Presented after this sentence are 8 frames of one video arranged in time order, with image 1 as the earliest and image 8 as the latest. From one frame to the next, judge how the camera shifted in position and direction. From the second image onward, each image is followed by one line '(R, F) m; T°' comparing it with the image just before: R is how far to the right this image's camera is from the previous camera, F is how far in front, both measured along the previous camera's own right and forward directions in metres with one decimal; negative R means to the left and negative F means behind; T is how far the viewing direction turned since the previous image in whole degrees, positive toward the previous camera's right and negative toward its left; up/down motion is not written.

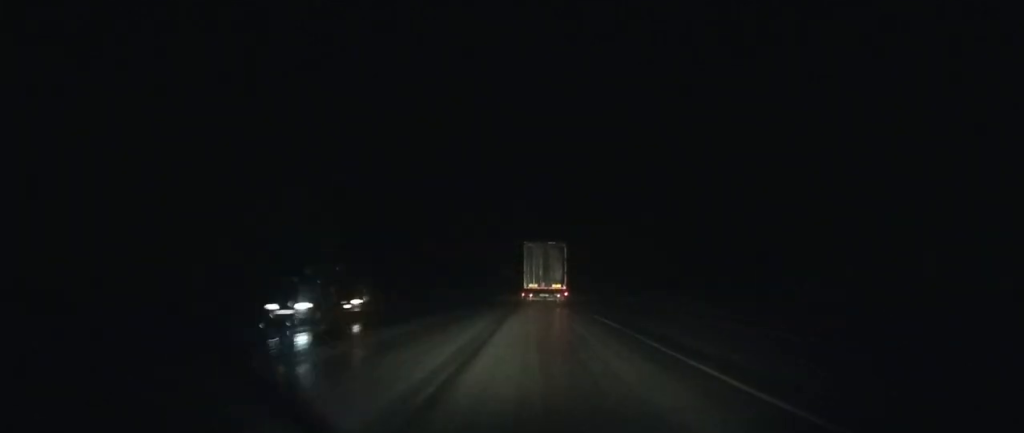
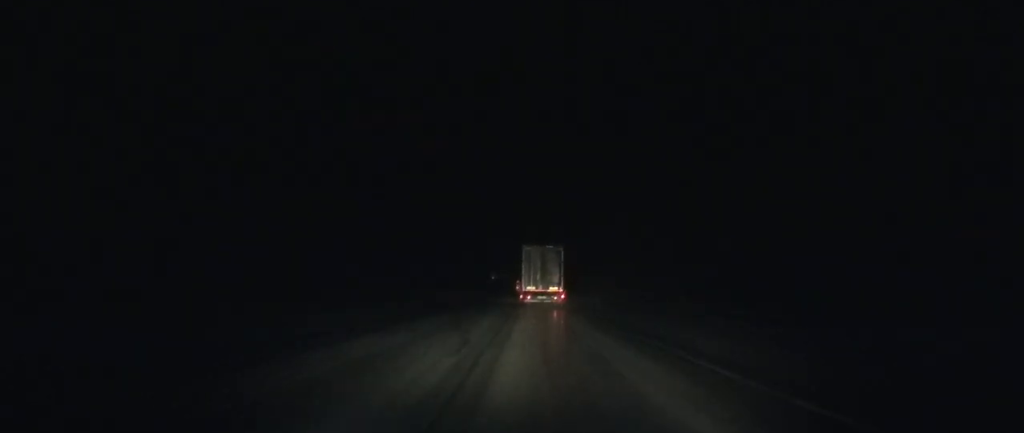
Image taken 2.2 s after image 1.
(-0.1, +46.8) m; 0°
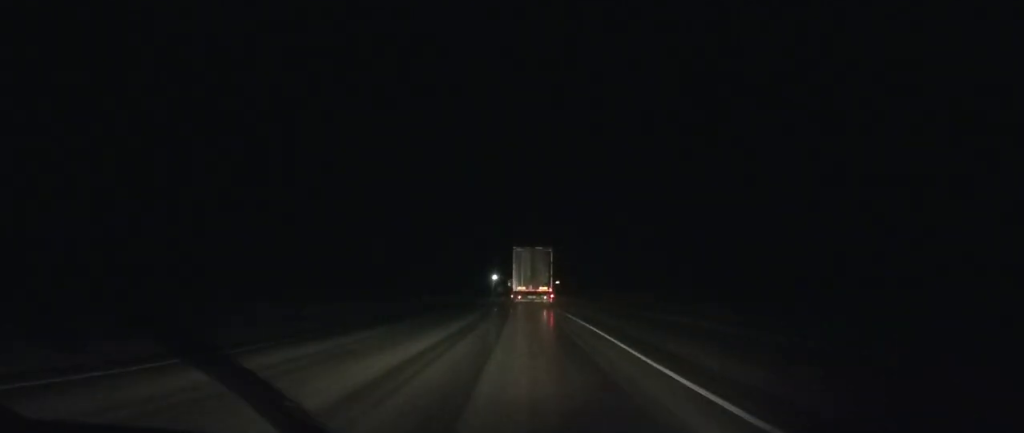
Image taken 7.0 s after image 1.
(+0.7, +106.6) m; 0°
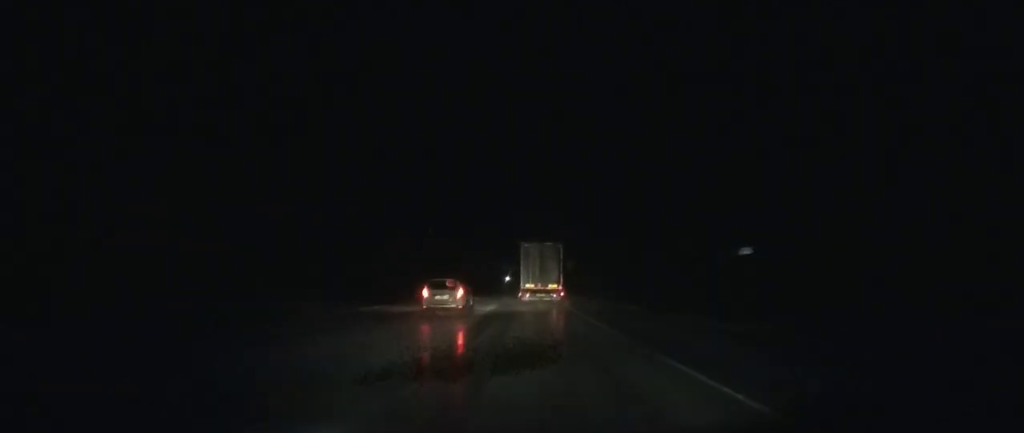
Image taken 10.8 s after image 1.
(-0.2, +88.6) m; -1°
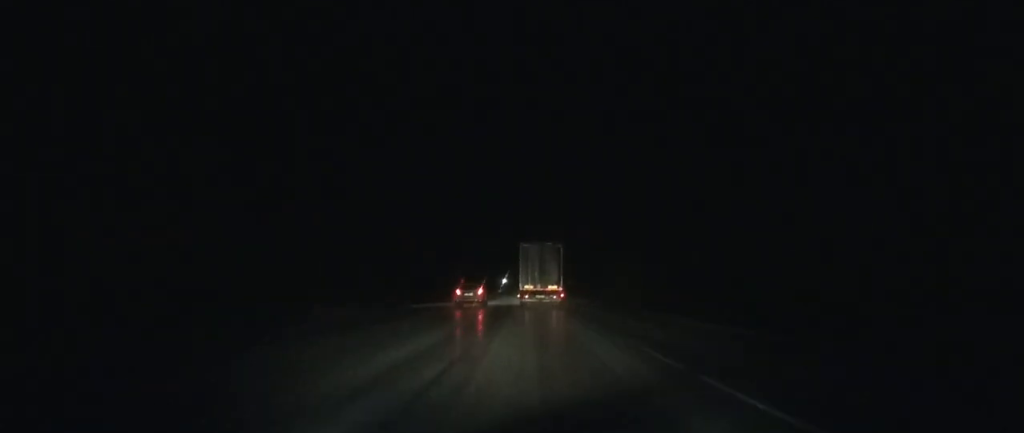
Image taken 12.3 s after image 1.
(-0.3, +34.8) m; 0°
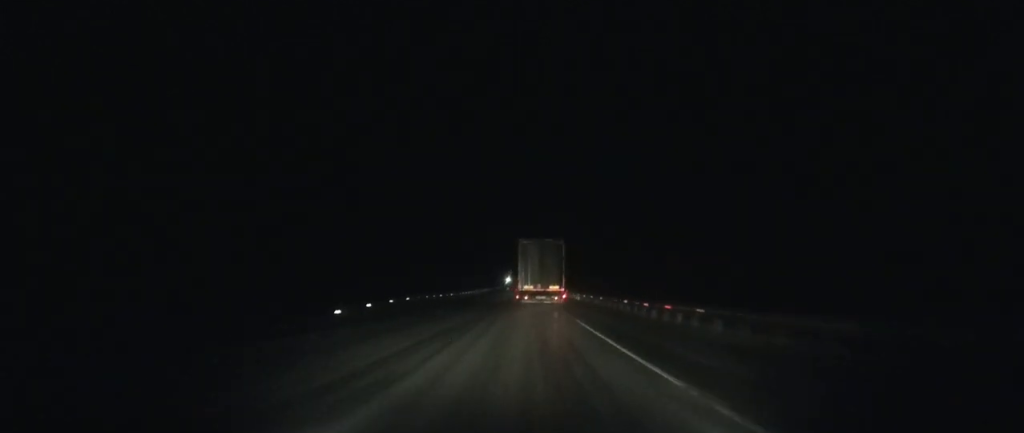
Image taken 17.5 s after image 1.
(-0.8, +118.8) m; -1°
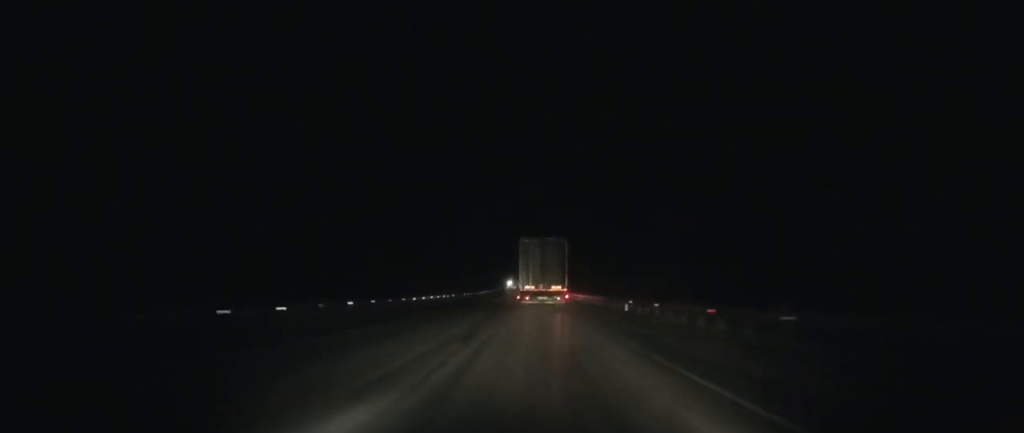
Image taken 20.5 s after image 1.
(-0.3, +69.3) m; 0°
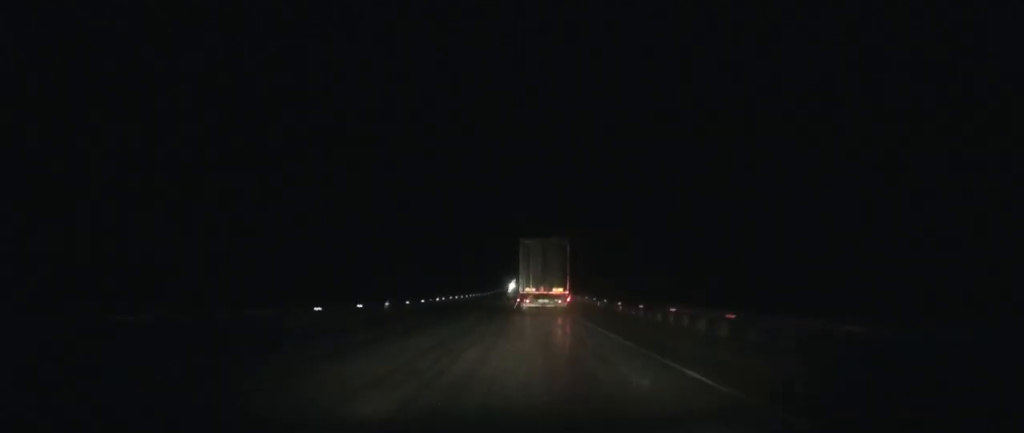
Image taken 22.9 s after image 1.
(-0.4, +57.1) m; 0°
